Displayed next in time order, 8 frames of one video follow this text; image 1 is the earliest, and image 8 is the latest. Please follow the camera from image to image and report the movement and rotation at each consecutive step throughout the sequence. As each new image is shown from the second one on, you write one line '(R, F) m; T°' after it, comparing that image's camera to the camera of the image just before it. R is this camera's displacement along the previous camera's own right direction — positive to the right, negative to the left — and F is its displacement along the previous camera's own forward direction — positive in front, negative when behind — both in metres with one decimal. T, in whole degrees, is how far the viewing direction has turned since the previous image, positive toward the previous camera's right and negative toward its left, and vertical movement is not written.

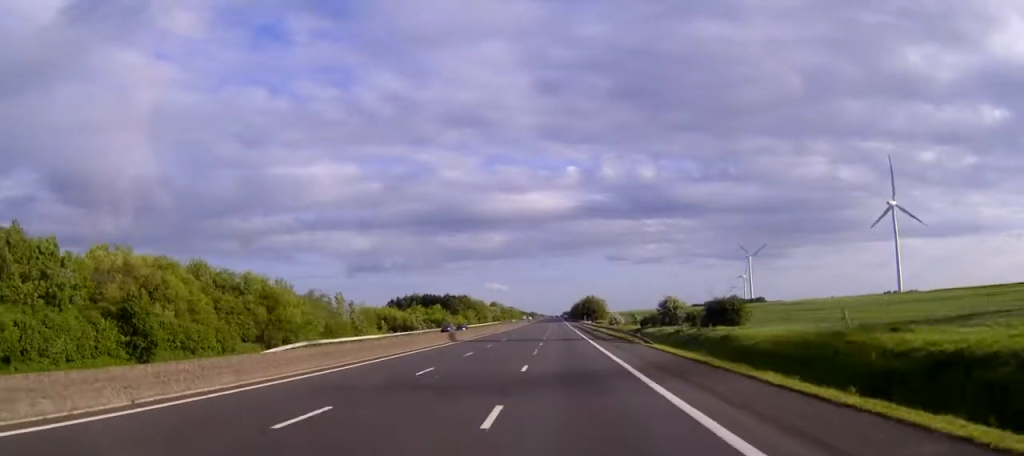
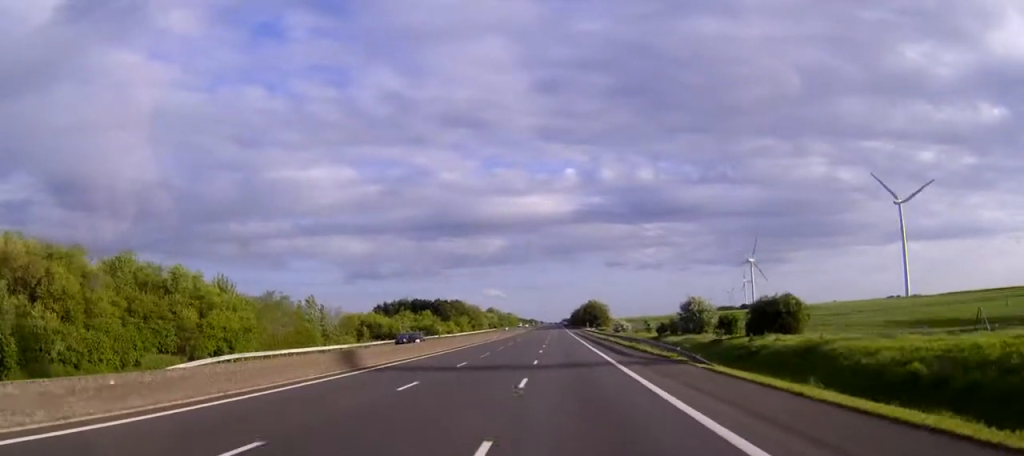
(0.0, +17.2) m; 0°
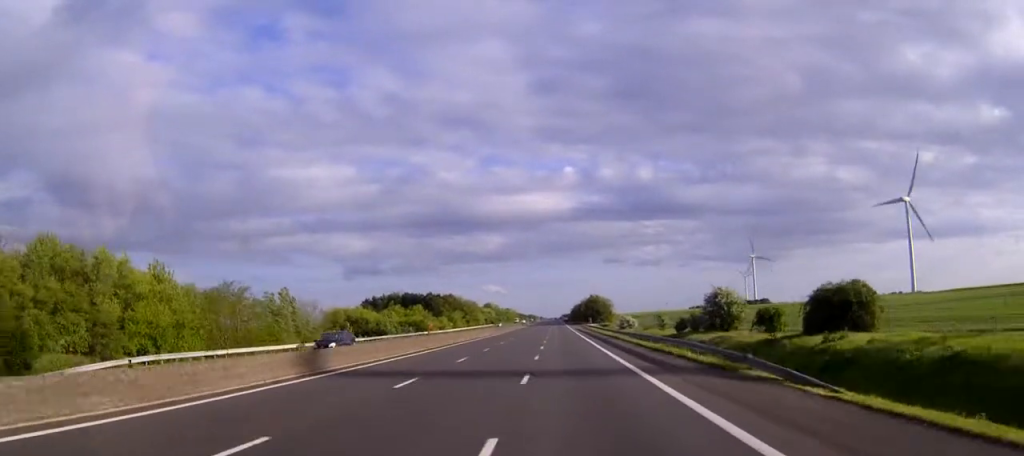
(0.0, +13.4) m; 0°
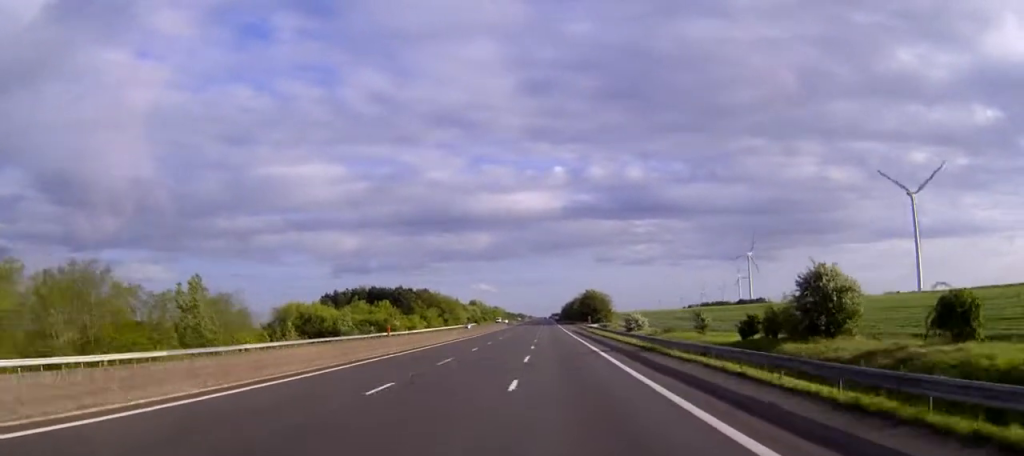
(0.0, +28.7) m; 0°
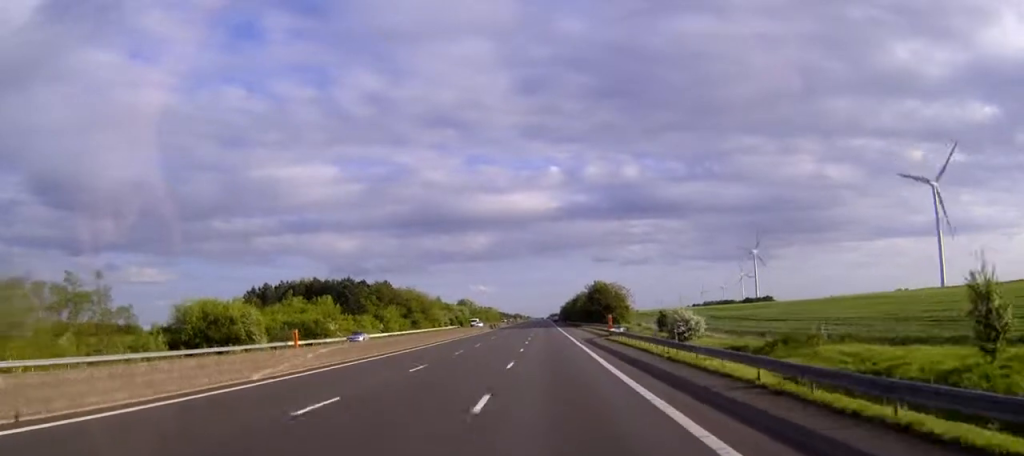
(+0.3, +43.7) m; 0°
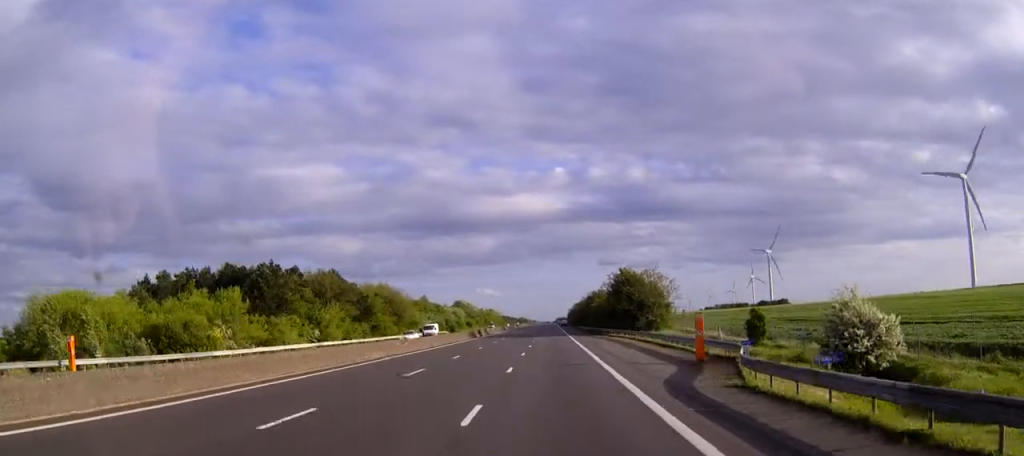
(-0.1, +40.8) m; 0°
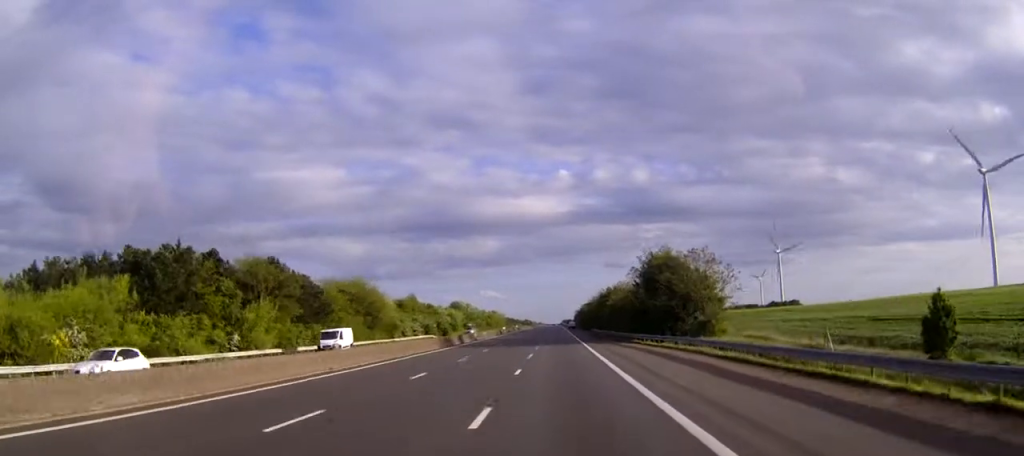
(-0.1, +26.5) m; 0°
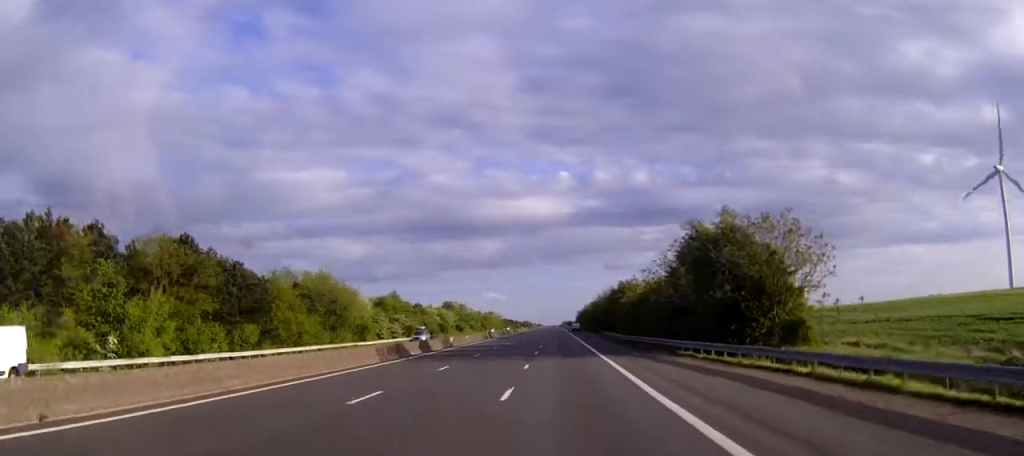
(0.0, +21.6) m; 0°
